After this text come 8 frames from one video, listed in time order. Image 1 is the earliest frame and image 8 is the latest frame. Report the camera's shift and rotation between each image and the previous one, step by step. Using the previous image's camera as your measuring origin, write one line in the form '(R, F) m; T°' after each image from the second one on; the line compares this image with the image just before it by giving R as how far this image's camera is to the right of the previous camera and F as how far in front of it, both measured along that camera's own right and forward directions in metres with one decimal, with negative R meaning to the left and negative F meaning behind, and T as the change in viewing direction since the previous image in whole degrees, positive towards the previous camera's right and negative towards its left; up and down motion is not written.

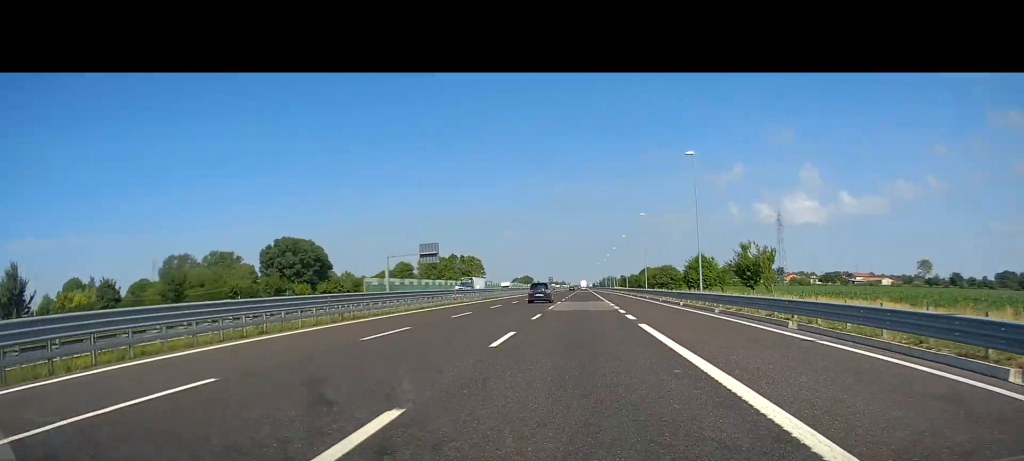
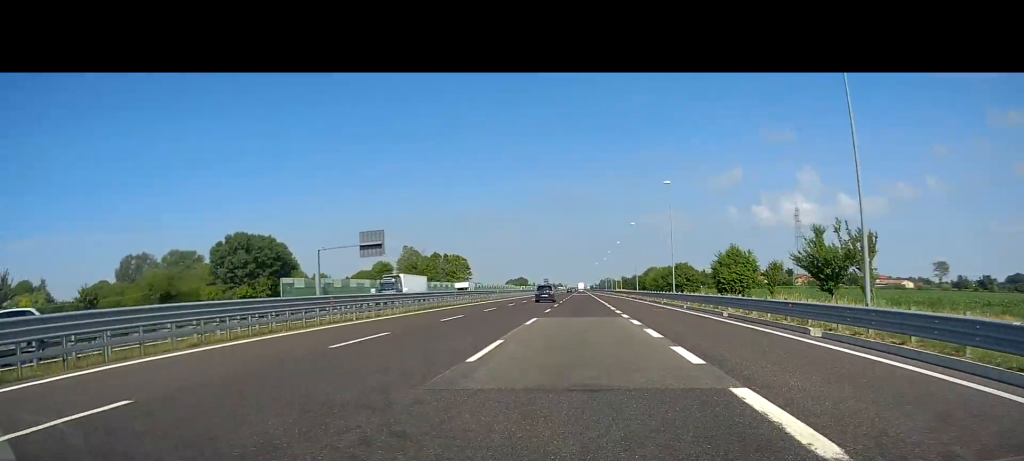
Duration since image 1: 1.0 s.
(+0.3, +26.4) m; 0°
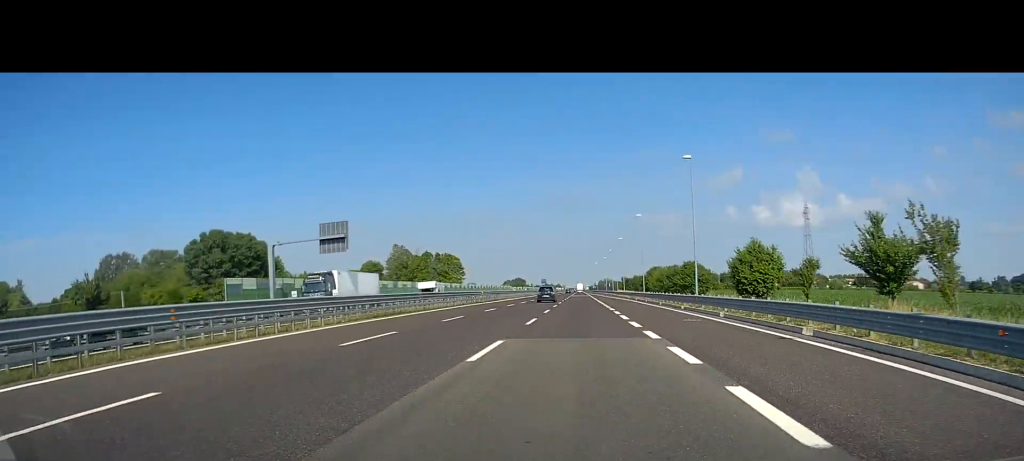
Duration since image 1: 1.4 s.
(-0.2, +11.4) m; 0°
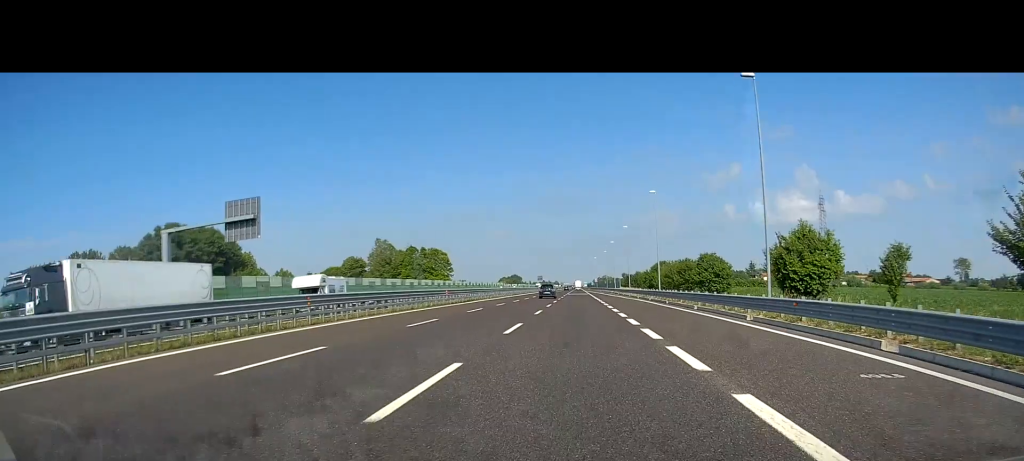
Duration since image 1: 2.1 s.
(0.0, +17.6) m; 0°
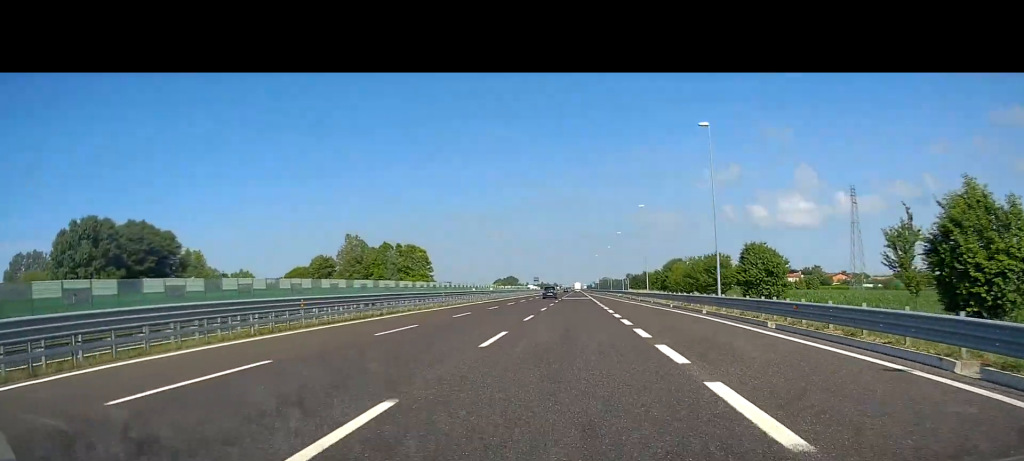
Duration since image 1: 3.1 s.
(+0.2, +27.3) m; 0°
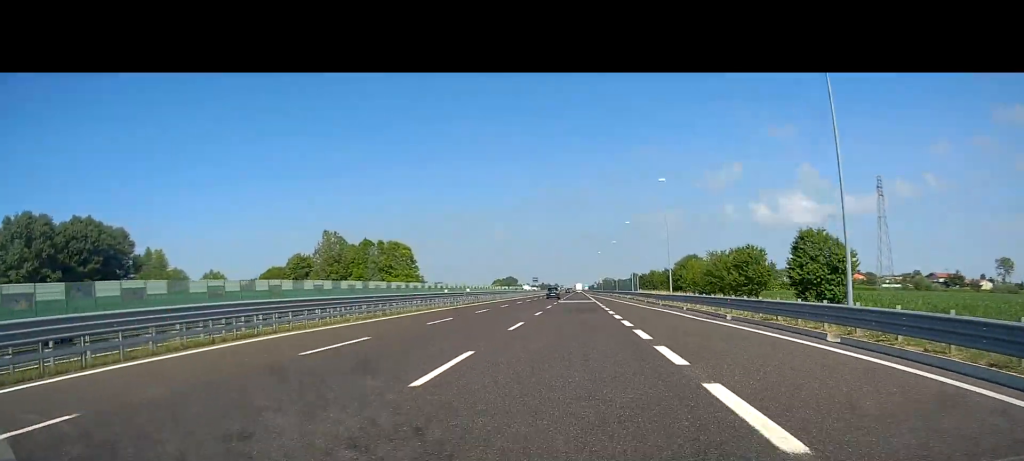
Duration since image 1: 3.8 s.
(+0.1, +17.6) m; 0°
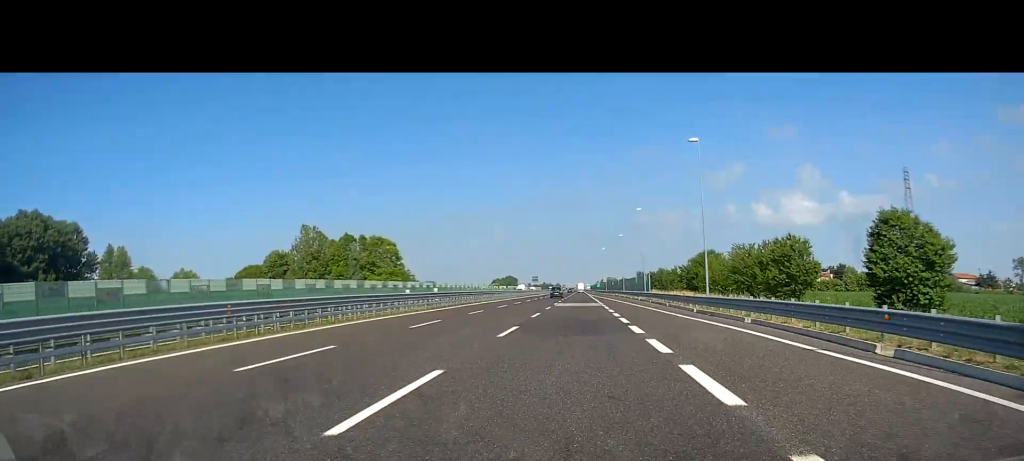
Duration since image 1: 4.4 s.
(-0.2, +15.0) m; 0°
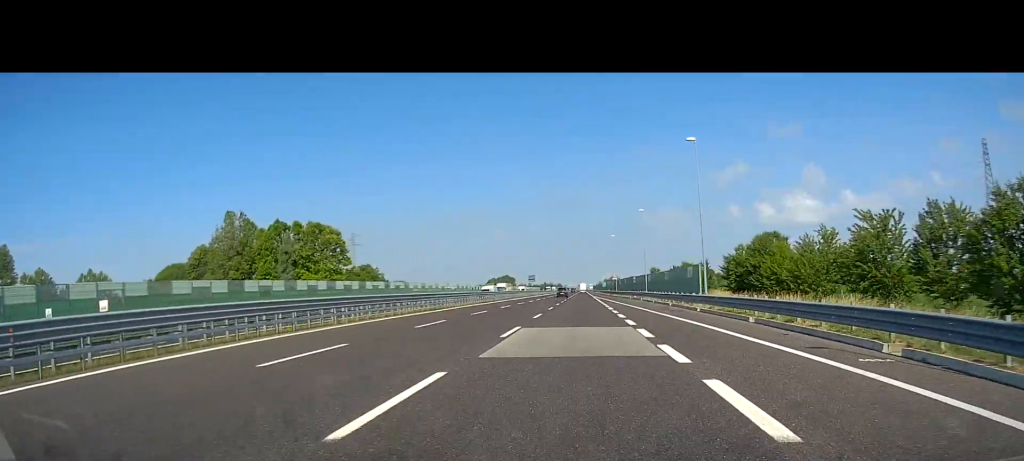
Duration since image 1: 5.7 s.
(+0.3, +36.1) m; 0°
